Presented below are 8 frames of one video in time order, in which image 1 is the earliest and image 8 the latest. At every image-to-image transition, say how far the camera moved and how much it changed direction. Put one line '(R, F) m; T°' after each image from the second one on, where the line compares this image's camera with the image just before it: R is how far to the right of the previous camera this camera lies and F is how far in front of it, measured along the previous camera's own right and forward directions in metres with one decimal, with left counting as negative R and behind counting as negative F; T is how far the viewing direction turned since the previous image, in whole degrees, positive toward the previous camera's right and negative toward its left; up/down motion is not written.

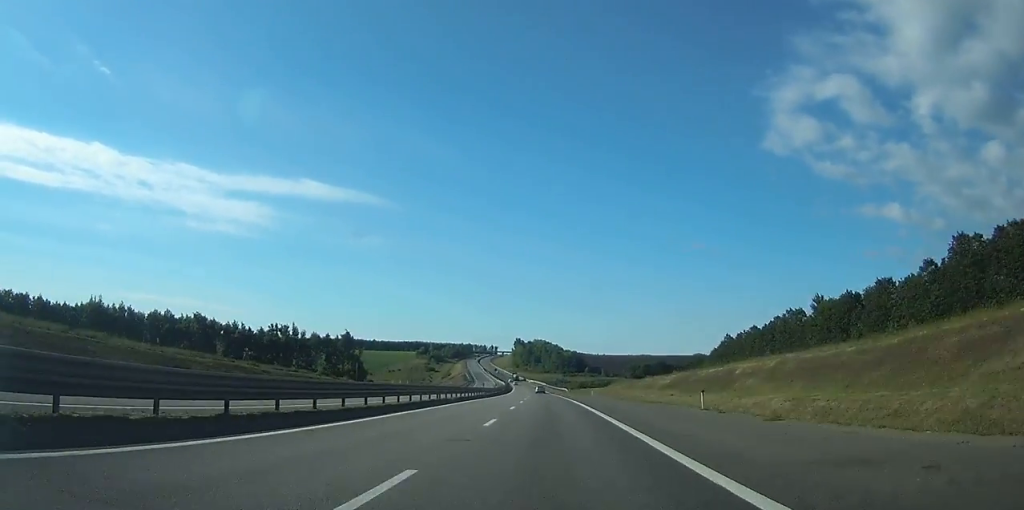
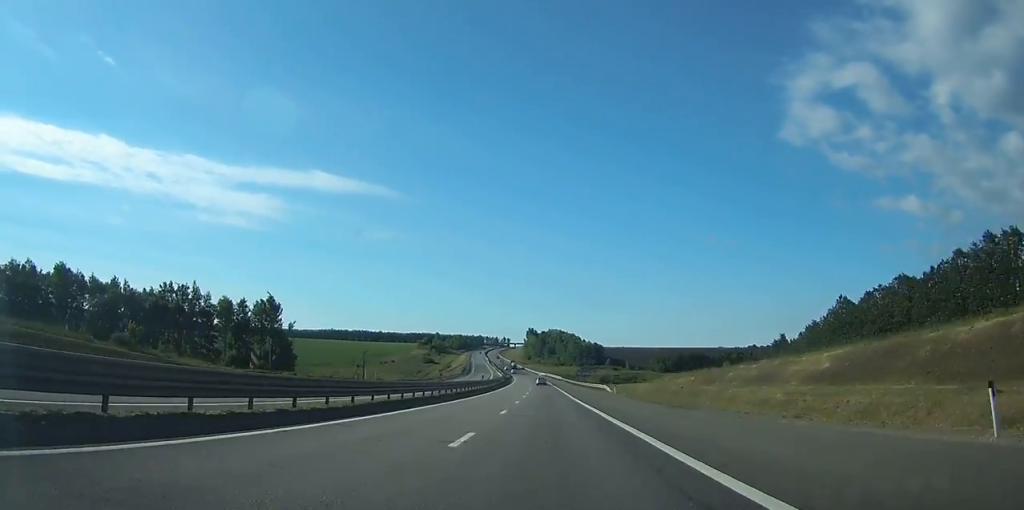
(-0.8, +62.9) m; -1°
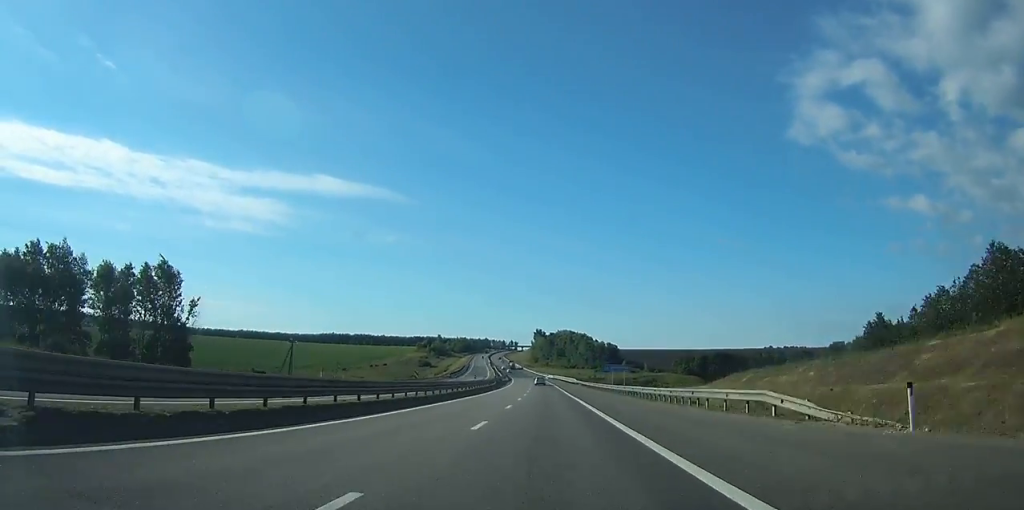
(-0.4, +43.0) m; -1°
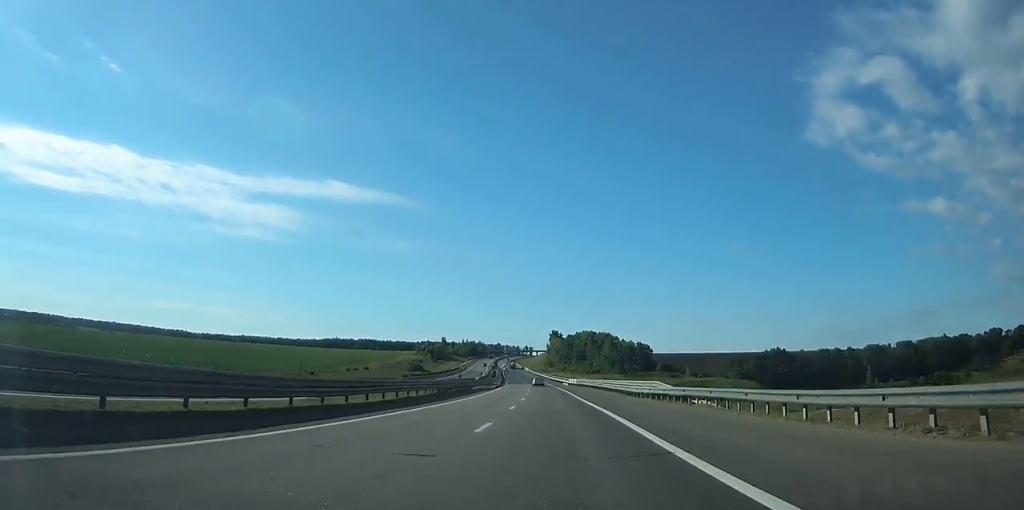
(-0.8, +73.2) m; -2°
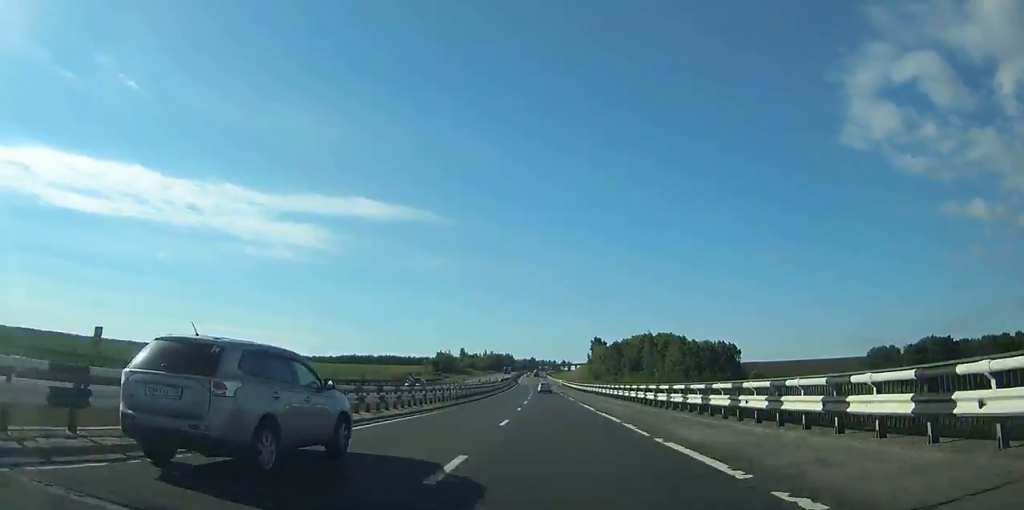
(-2.8, +104.4) m; -3°
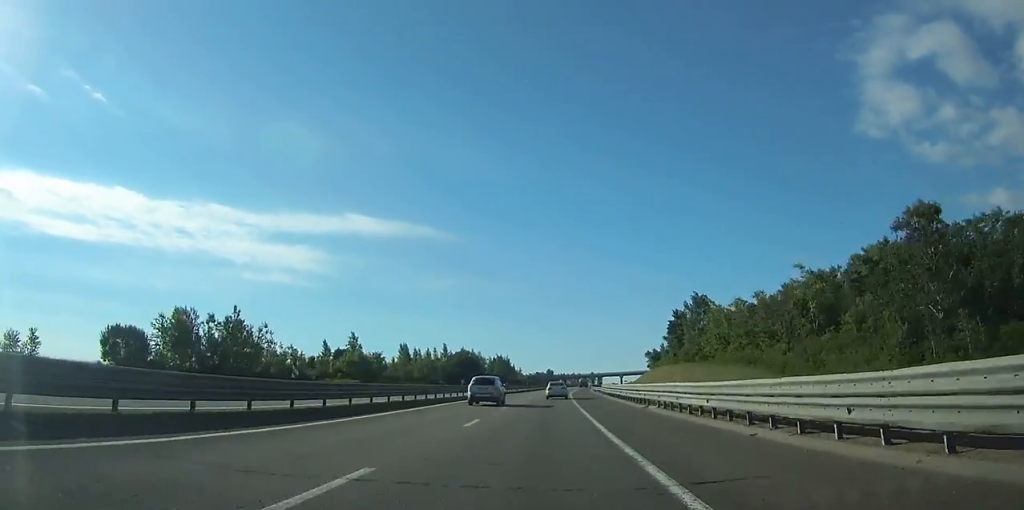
(-6.8, +261.4) m; -1°
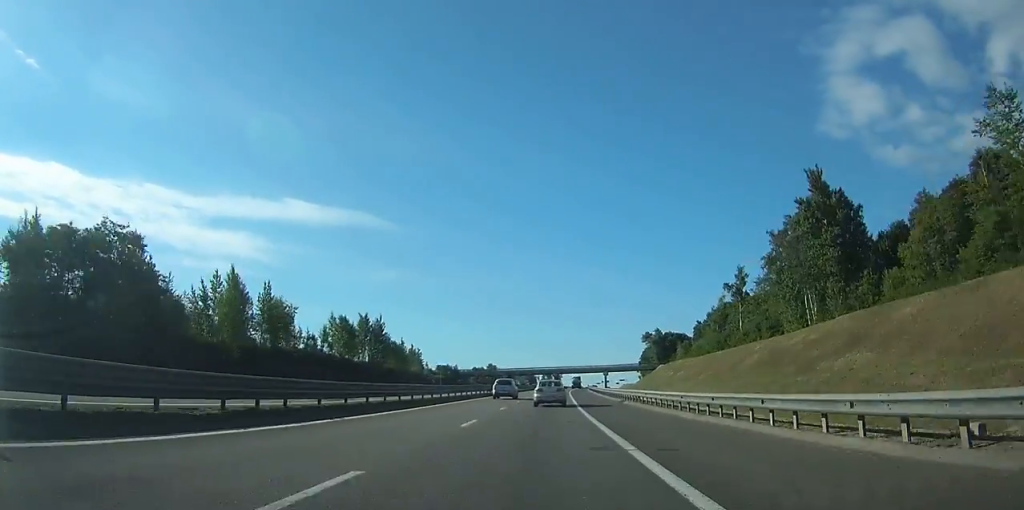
(+4.4, +151.0) m; +4°
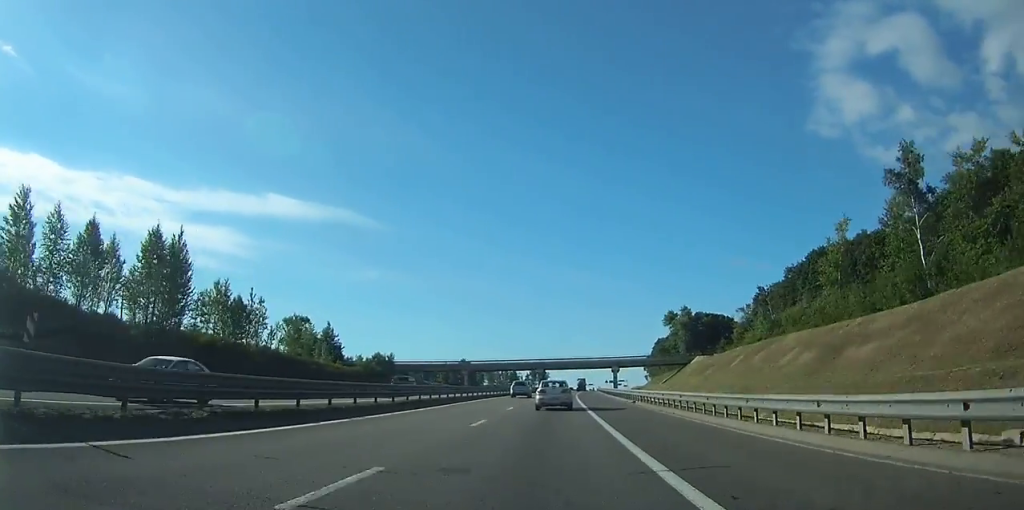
(+1.2, +67.7) m; +2°
